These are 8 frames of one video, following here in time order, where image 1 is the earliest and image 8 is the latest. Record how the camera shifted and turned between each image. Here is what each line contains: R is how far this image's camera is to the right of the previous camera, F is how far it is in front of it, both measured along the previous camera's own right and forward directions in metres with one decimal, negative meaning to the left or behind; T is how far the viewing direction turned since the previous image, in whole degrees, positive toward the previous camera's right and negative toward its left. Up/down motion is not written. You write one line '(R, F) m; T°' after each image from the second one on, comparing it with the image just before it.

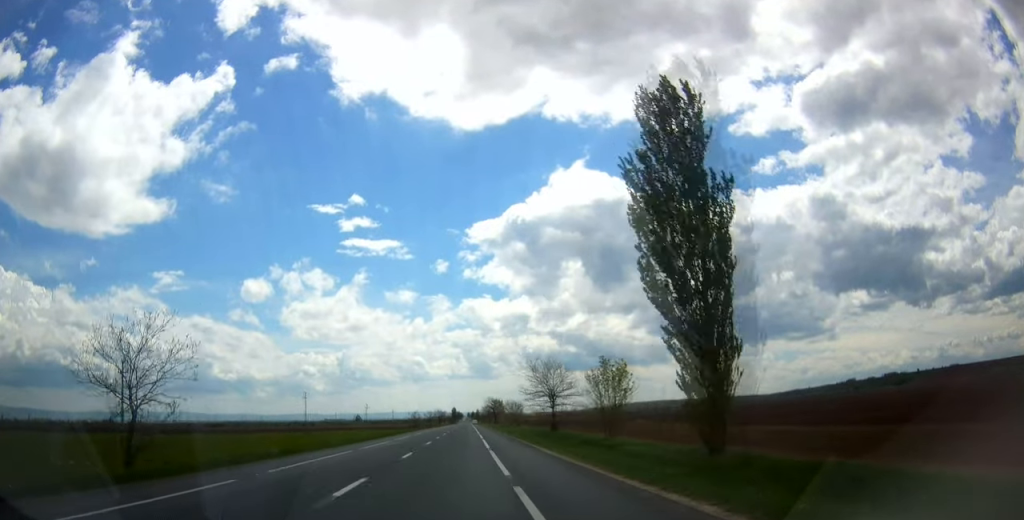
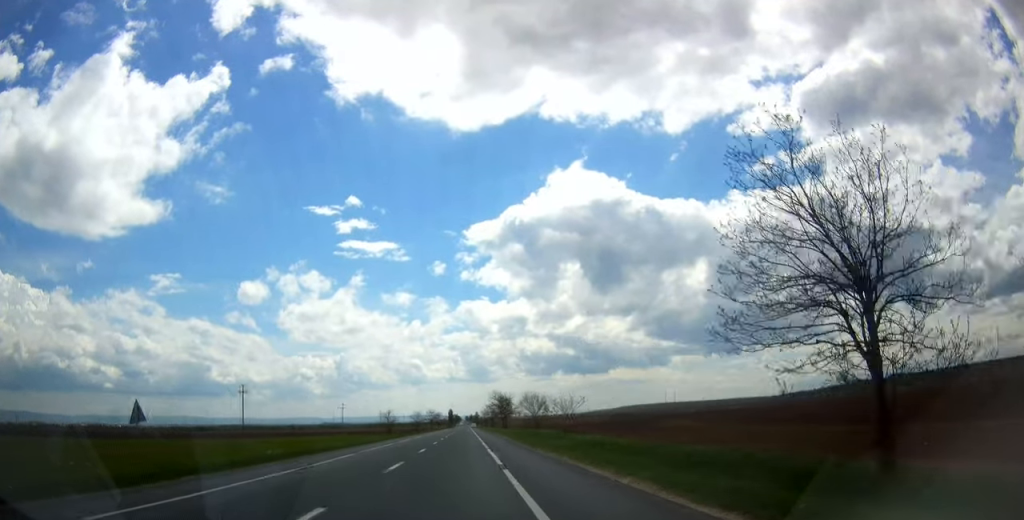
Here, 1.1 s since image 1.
(-0.2, +39.2) m; 0°
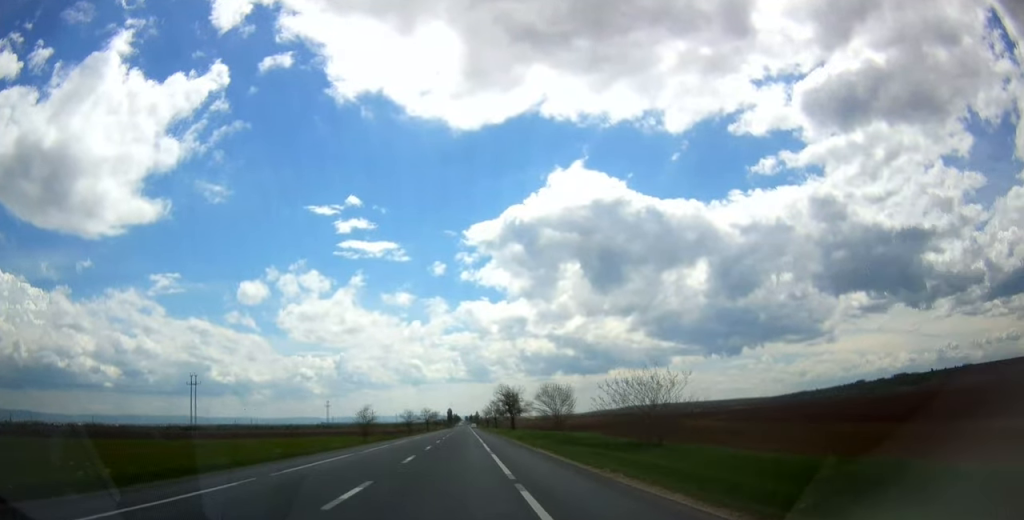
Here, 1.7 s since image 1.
(0.0, +19.5) m; 0°
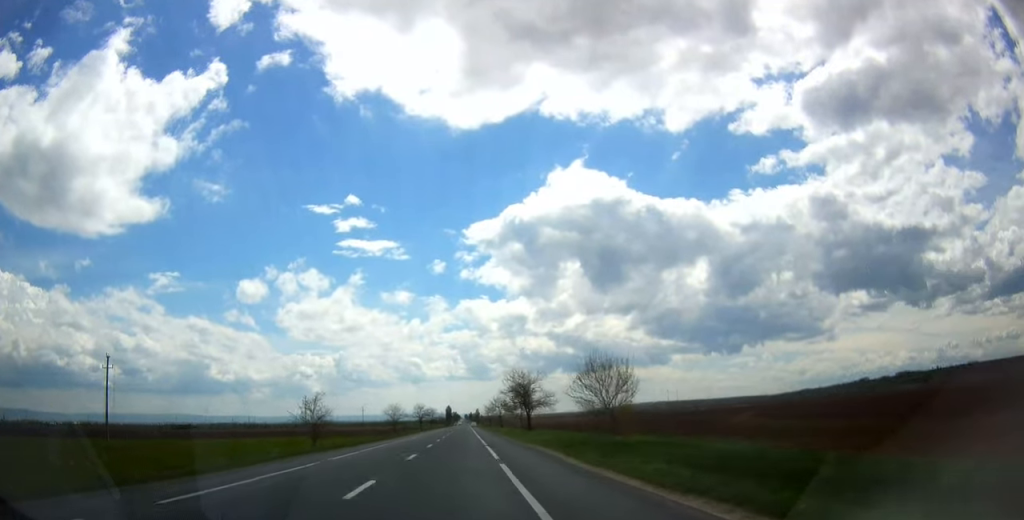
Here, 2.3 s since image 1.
(0.0, +22.3) m; 0°
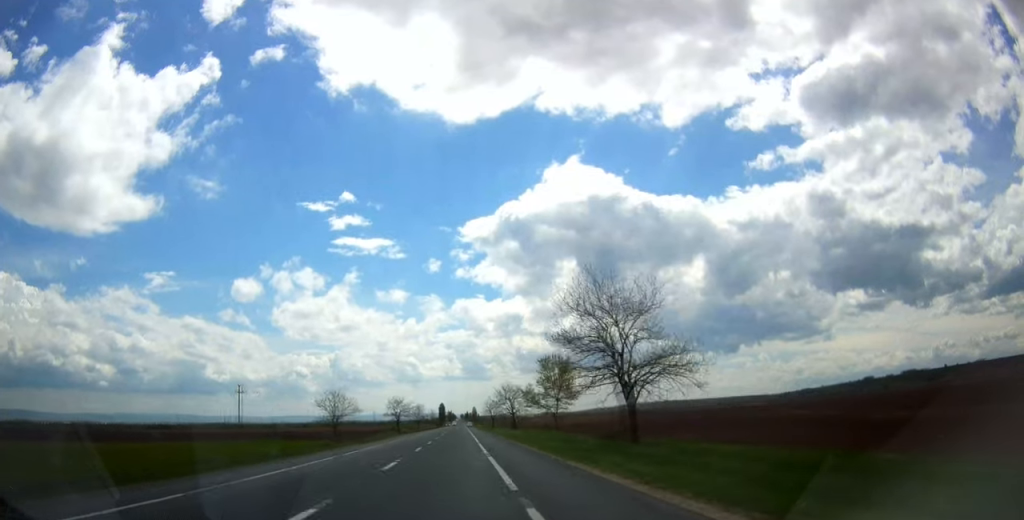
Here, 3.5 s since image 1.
(+0.2, +40.5) m; 0°
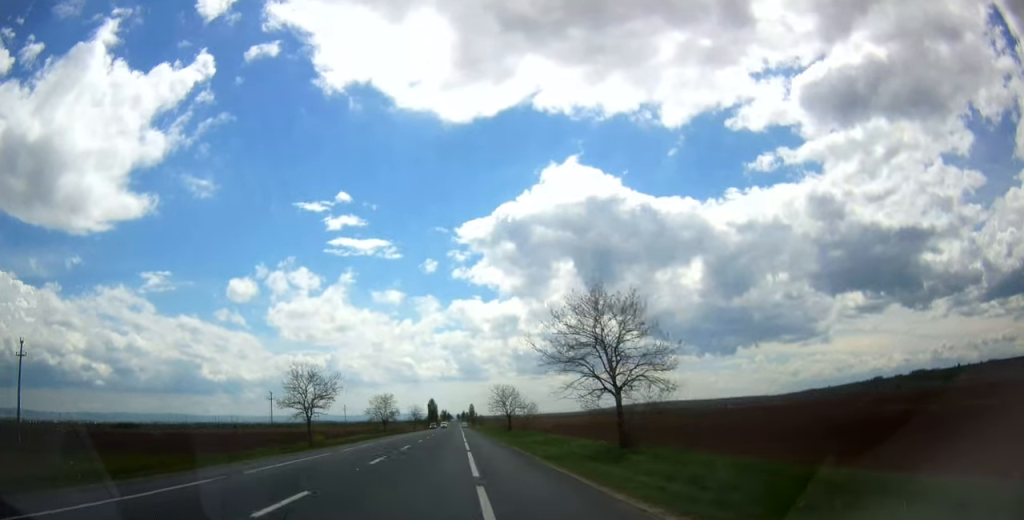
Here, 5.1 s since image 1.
(+0.5, +55.8) m; +1°
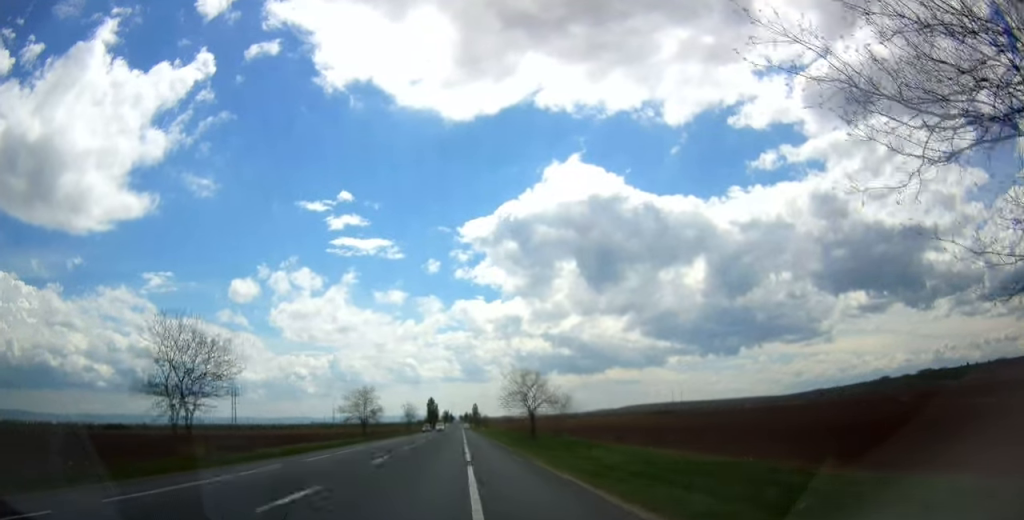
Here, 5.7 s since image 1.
(0.0, +22.3) m; 0°
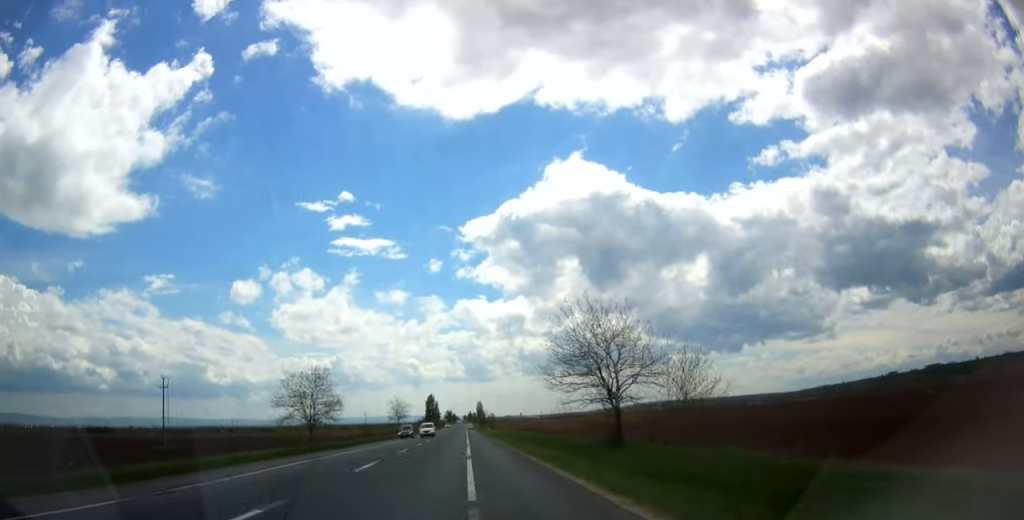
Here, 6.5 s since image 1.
(-0.2, +26.4) m; 0°
